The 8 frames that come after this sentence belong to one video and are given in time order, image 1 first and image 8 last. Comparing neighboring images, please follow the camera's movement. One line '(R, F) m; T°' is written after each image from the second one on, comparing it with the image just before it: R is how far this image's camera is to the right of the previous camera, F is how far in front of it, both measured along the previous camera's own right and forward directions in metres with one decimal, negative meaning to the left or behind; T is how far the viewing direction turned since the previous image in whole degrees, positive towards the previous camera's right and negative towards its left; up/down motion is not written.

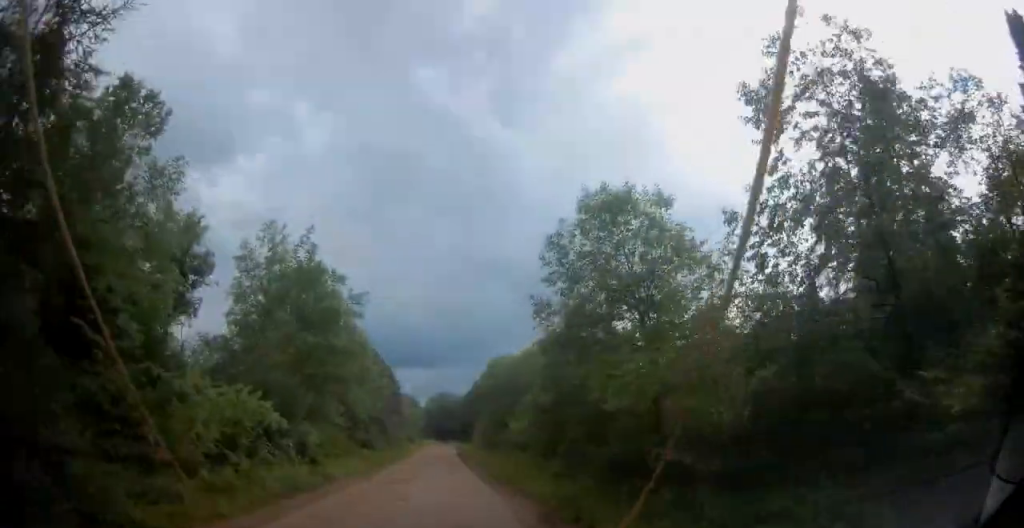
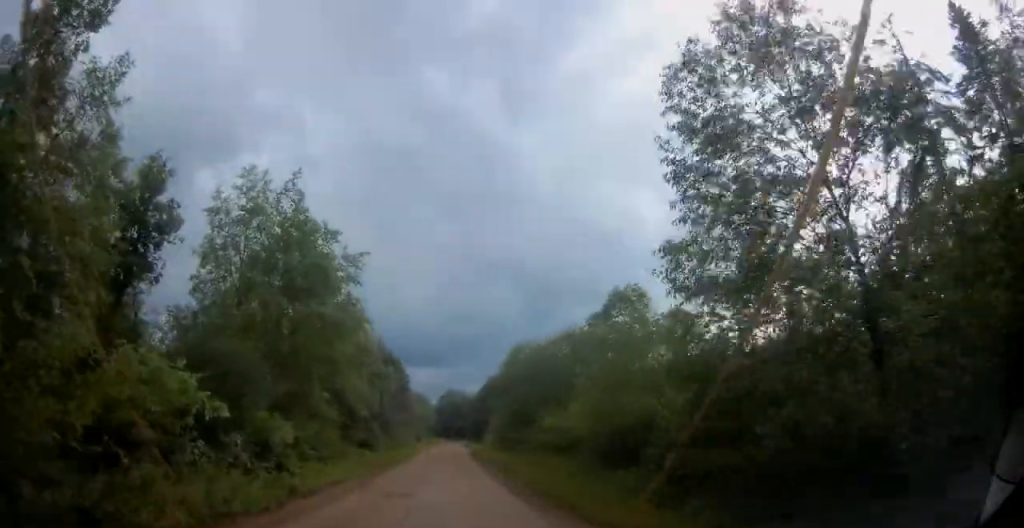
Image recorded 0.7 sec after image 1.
(0.0, +6.7) m; 0°
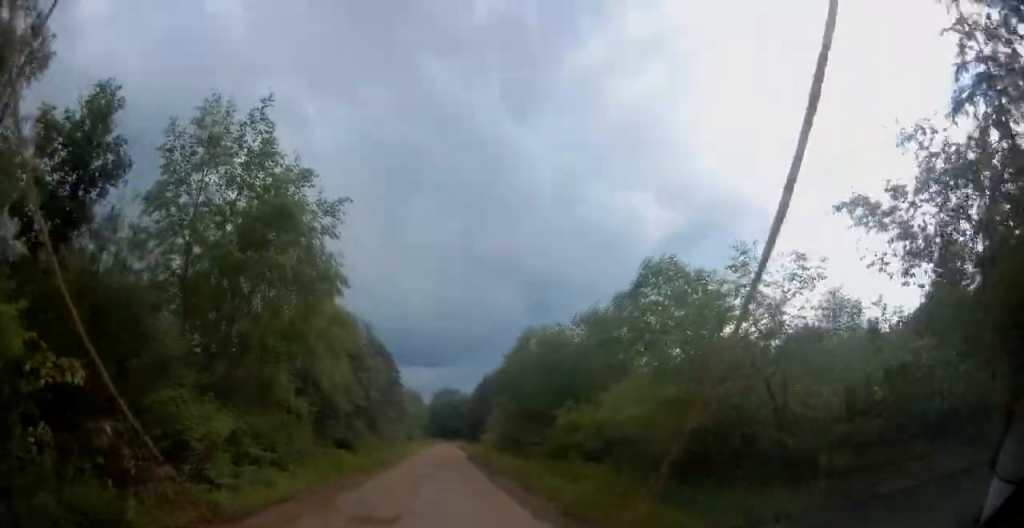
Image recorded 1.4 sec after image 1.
(0.0, +5.7) m; -1°
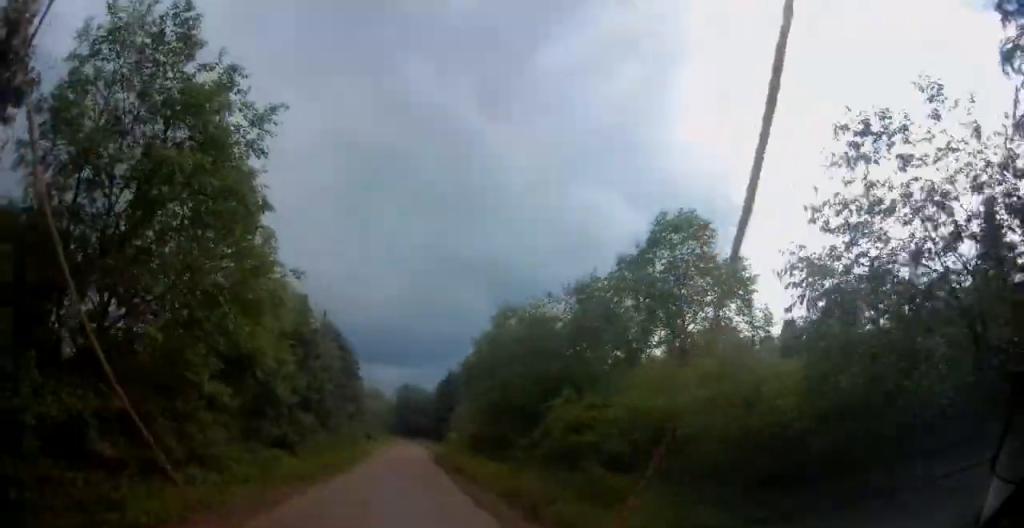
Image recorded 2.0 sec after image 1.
(0.0, +6.0) m; 0°
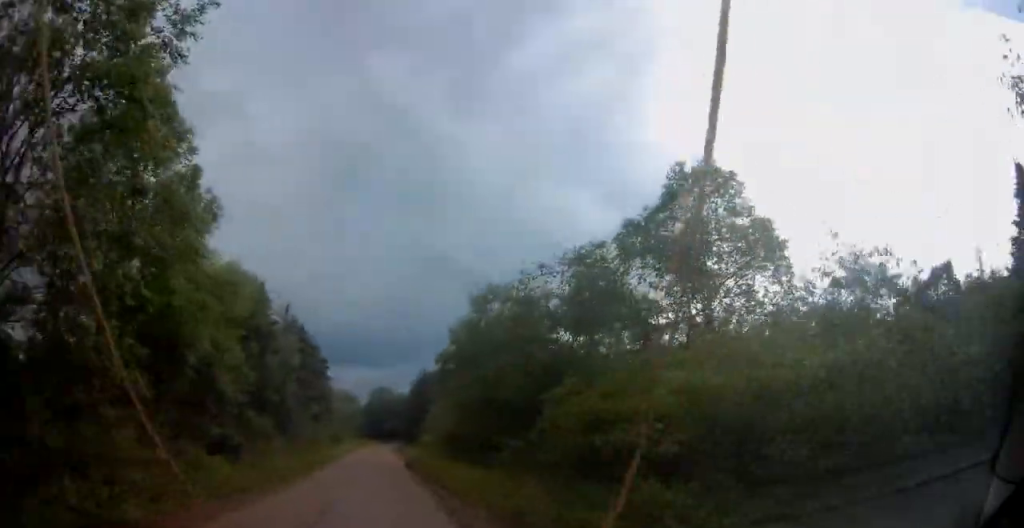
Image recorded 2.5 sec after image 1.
(0.0, +4.4) m; 0°
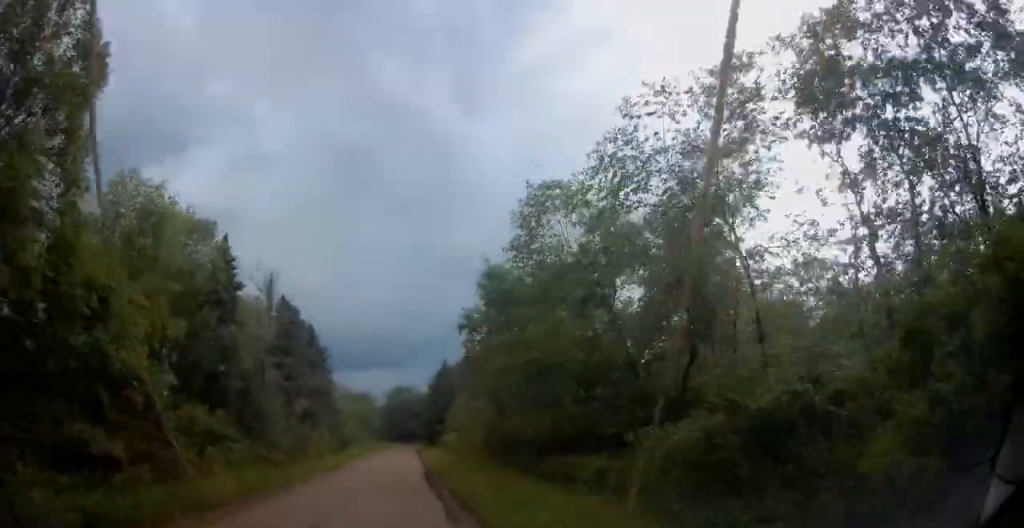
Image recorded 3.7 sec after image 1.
(+0.1, +10.5) m; 0°
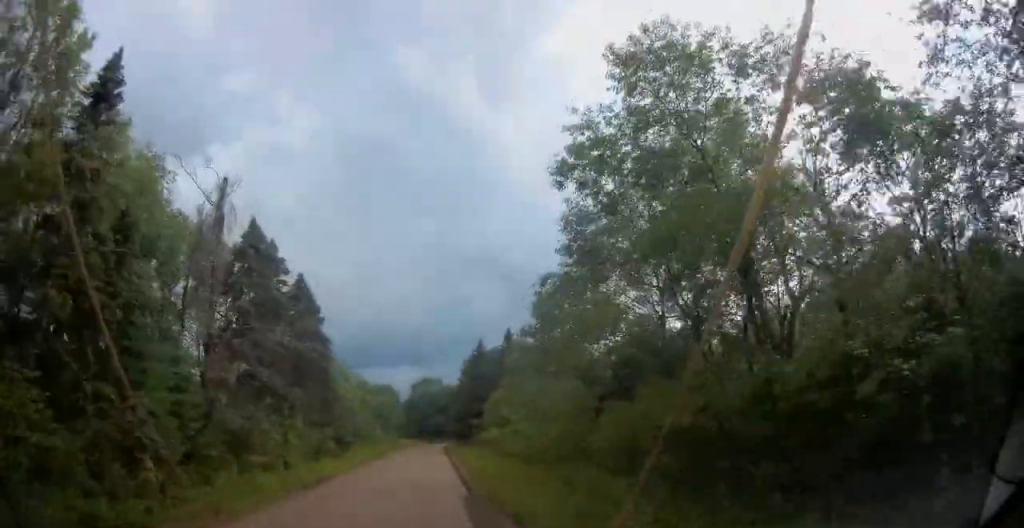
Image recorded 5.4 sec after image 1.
(-0.2, +14.8) m; +1°
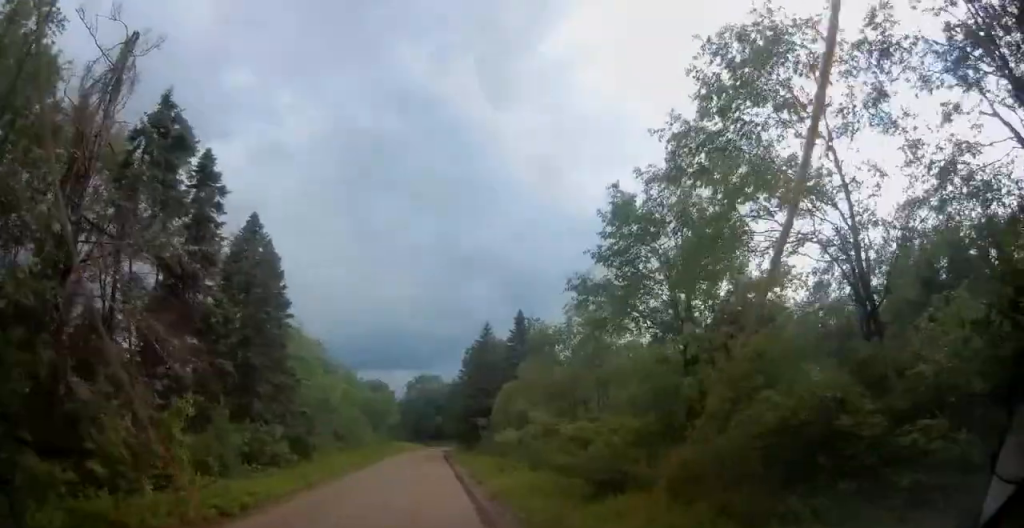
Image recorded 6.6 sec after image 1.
(+0.3, +10.1) m; 0°
